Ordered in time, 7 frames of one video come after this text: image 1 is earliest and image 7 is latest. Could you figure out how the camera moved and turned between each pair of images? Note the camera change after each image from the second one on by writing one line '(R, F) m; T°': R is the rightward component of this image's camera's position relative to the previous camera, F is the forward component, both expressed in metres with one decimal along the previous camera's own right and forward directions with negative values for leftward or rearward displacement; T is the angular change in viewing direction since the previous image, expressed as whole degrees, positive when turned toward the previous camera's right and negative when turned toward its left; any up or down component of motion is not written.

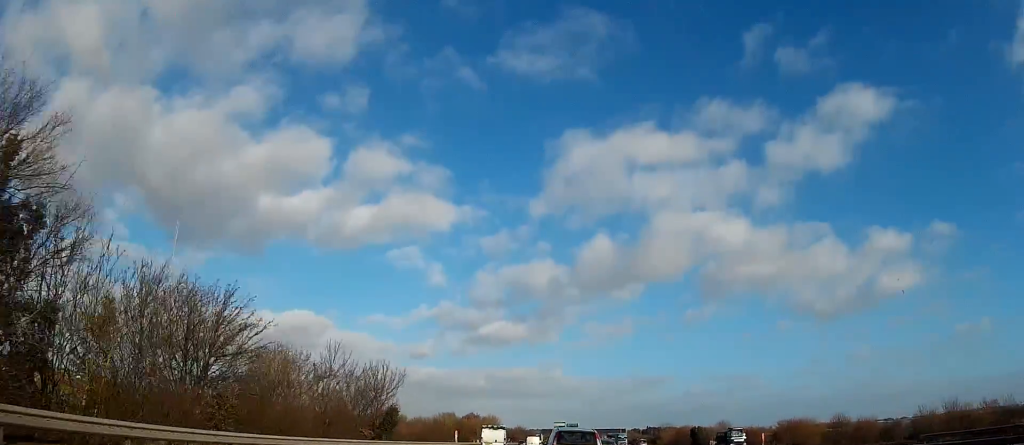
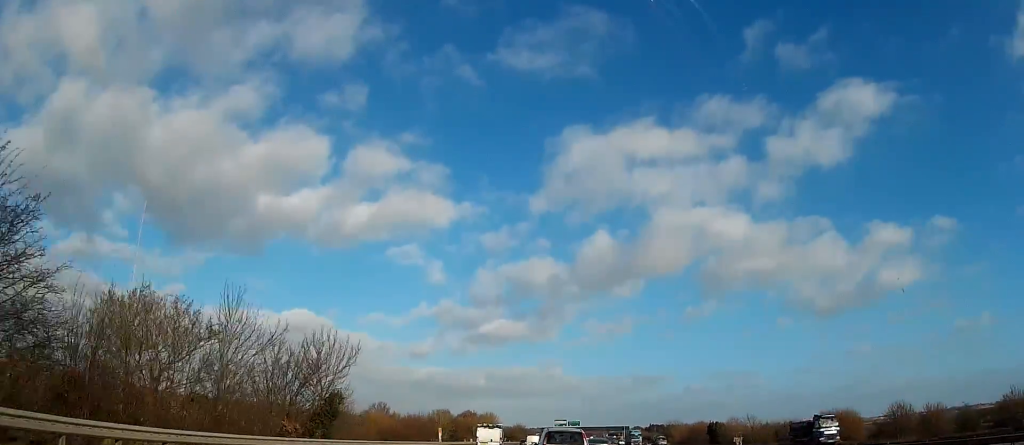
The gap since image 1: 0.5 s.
(+0.1, +13.5) m; 0°
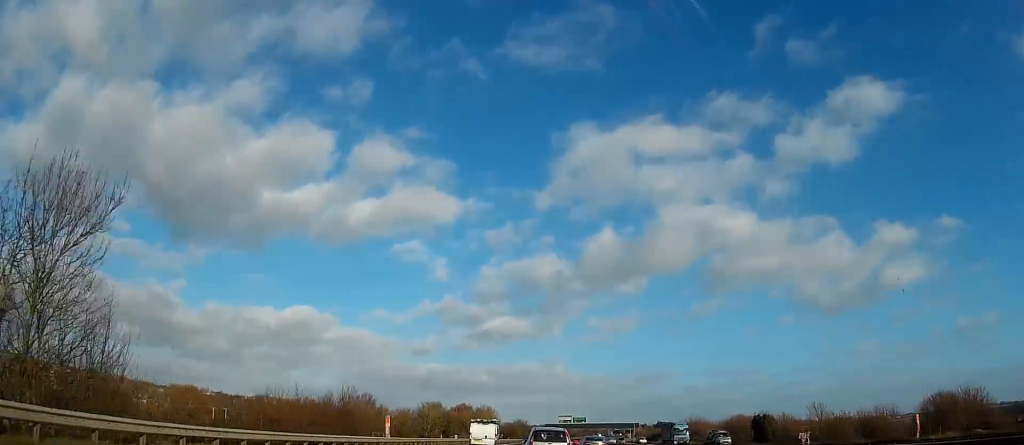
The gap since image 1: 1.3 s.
(+0.1, +24.2) m; 0°
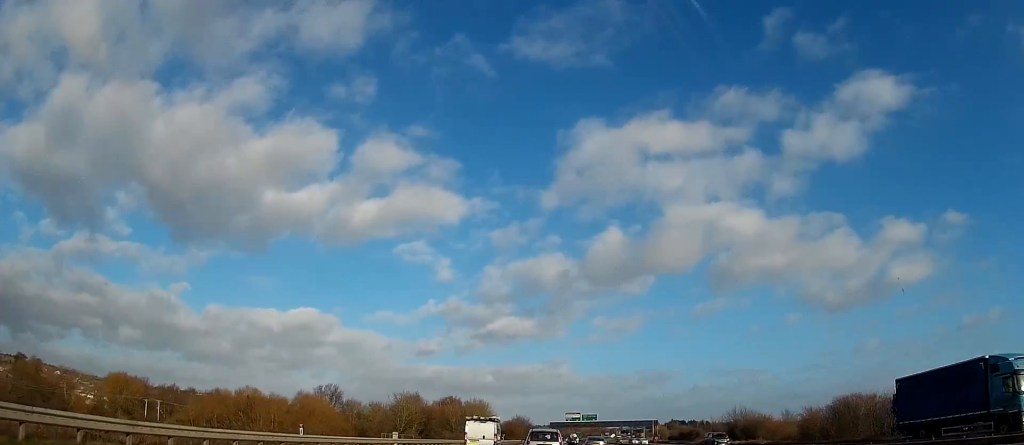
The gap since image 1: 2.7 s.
(+0.1, +40.4) m; +1°
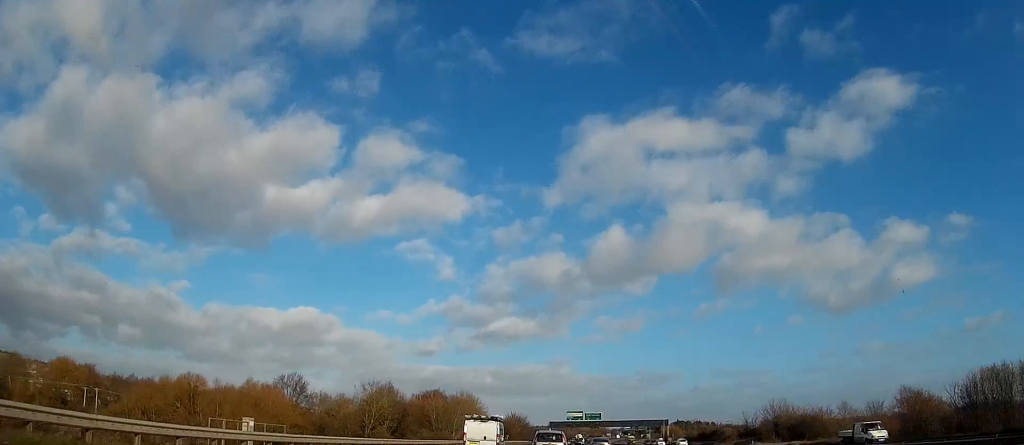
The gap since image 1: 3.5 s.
(+0.2, +25.9) m; 0°
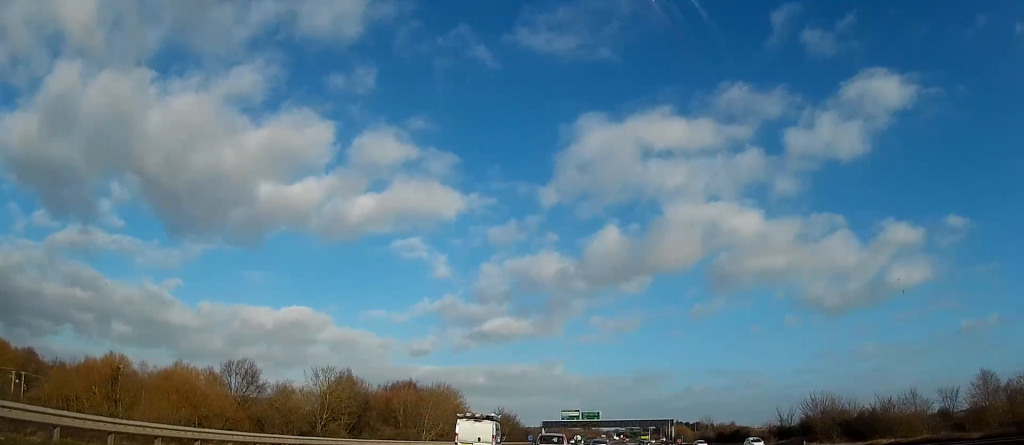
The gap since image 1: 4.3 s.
(-0.3, +23.0) m; 0°
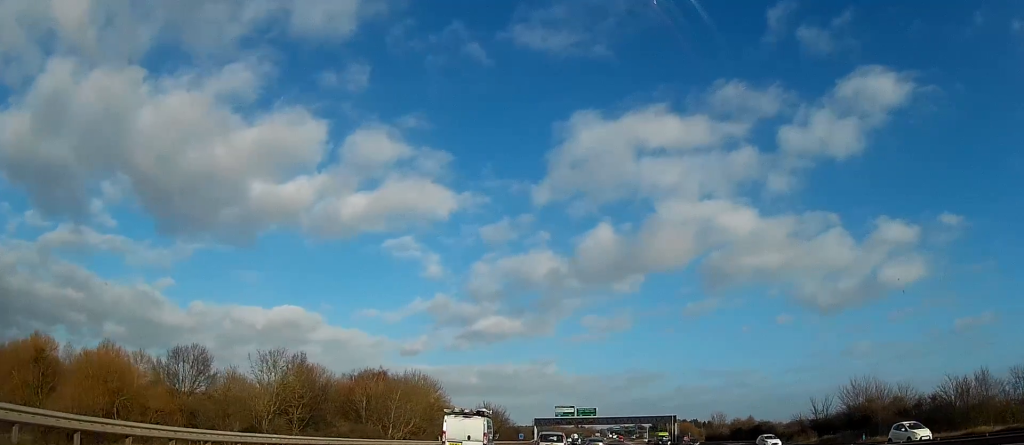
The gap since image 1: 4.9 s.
(+0.1, +17.2) m; +1°
